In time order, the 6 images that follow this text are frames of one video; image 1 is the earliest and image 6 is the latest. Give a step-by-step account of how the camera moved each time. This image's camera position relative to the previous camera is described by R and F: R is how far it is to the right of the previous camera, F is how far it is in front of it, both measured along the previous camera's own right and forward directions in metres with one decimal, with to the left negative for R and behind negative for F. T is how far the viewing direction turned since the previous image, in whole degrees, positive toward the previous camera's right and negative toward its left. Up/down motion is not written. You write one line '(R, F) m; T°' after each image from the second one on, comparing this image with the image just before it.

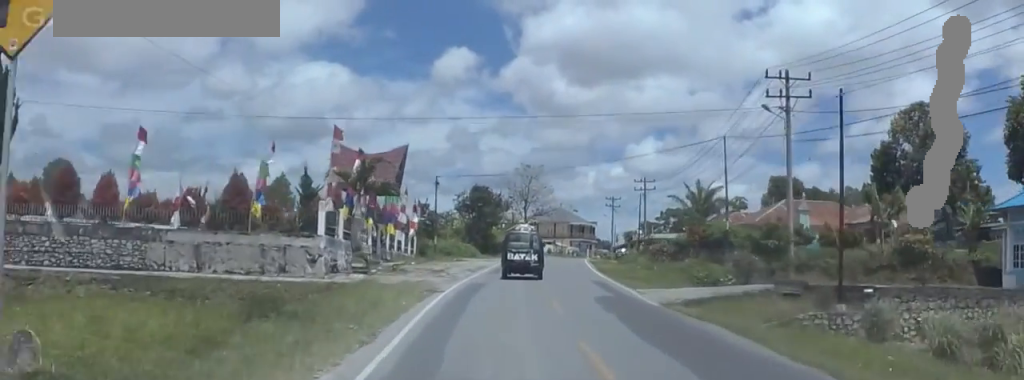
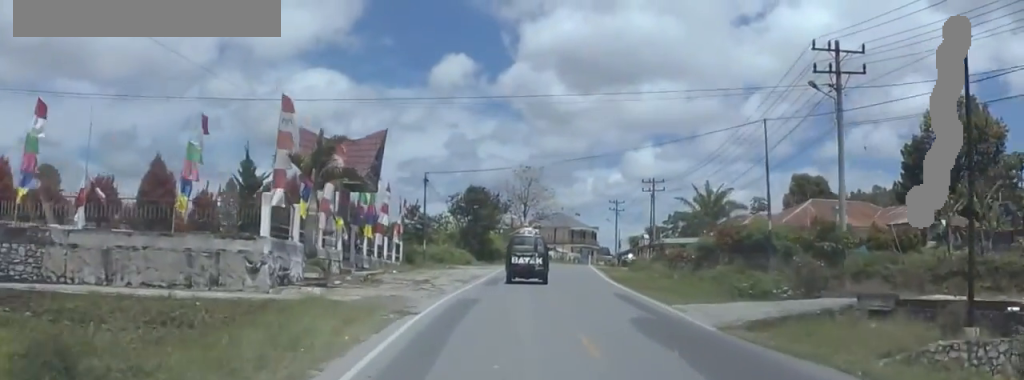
(+0.7, +7.0) m; 0°
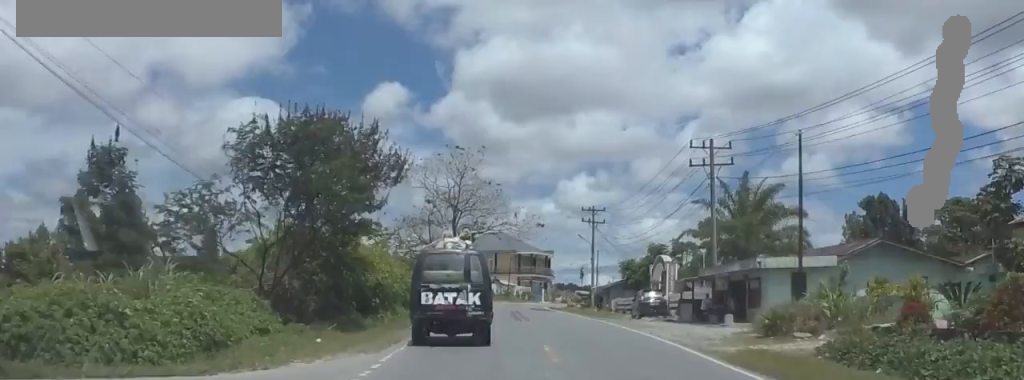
(-0.5, +47.3) m; +6°
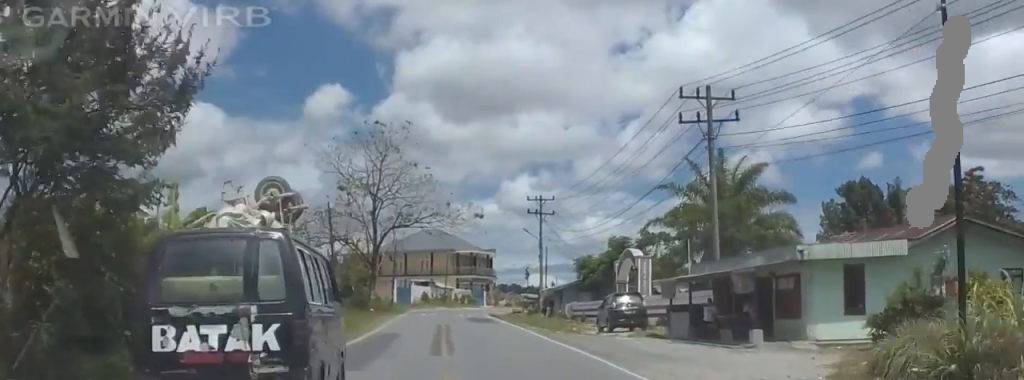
(0.0, +13.7) m; -5°
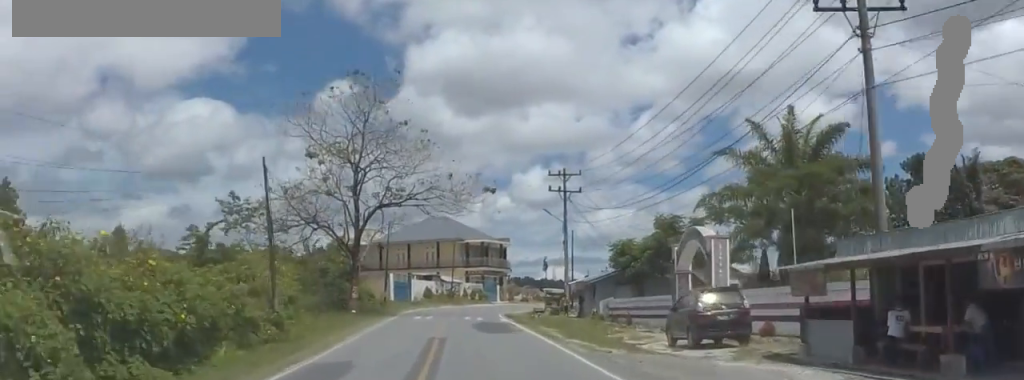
(-1.1, +13.9) m; -1°
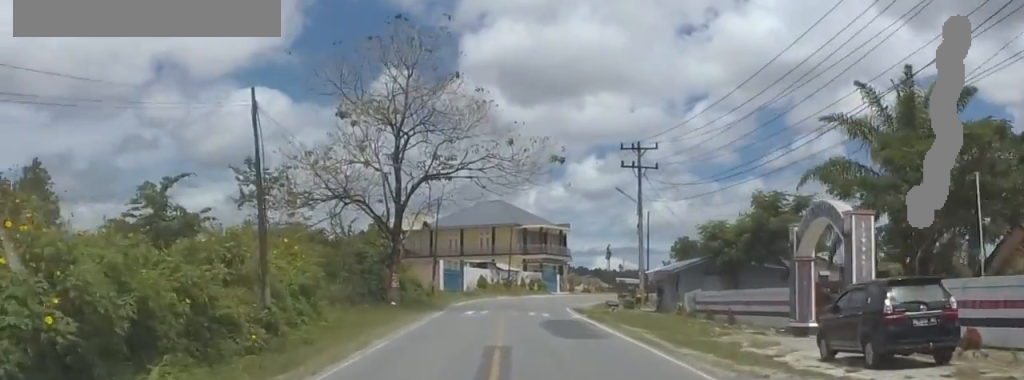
(+0.4, +8.4) m; 0°
